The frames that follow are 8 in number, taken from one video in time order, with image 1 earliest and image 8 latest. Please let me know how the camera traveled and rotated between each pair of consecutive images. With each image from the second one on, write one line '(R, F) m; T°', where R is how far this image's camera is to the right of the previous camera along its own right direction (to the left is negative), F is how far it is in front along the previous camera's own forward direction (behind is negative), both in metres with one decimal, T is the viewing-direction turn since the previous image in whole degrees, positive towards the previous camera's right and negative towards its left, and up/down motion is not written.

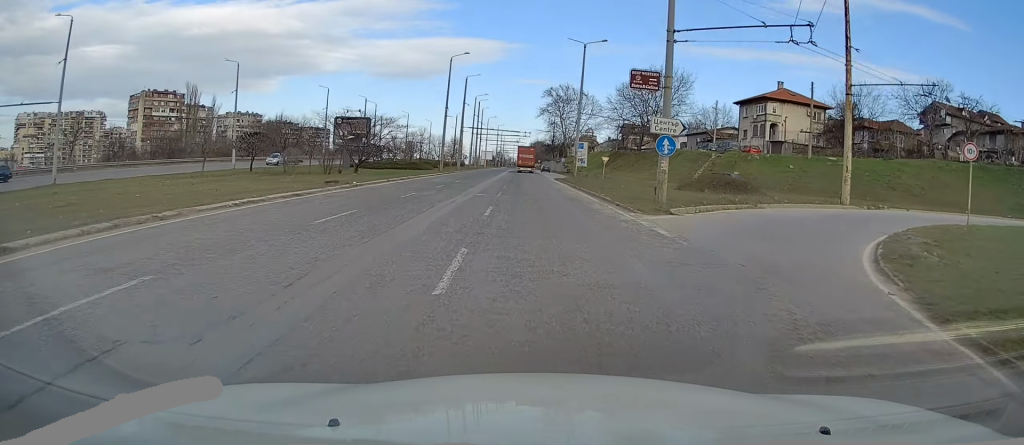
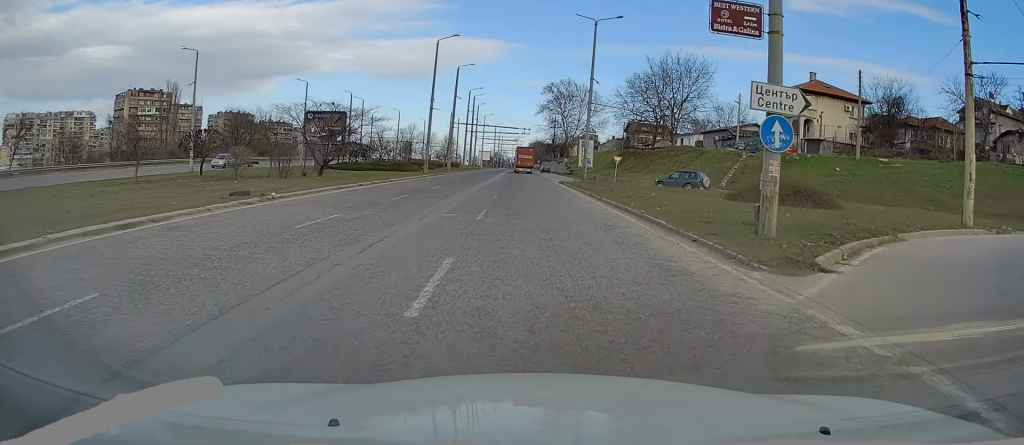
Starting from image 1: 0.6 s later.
(+0.1, +9.9) m; +1°
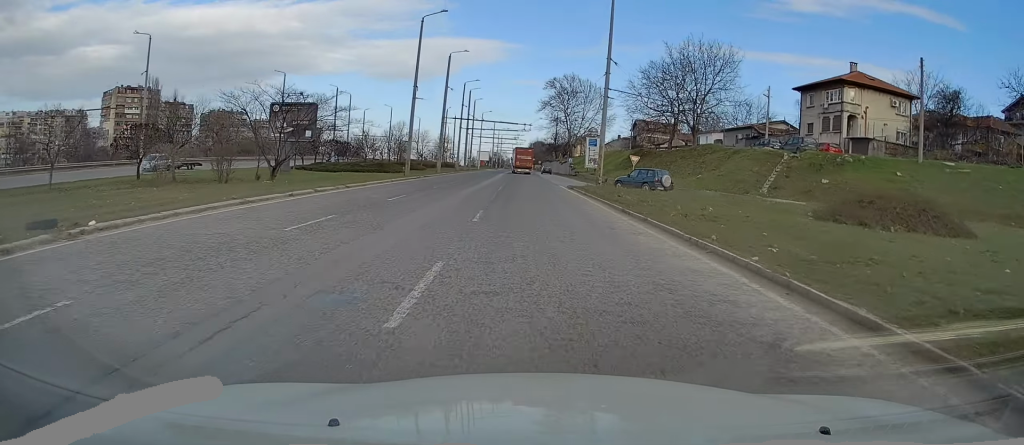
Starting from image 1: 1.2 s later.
(+0.1, +9.3) m; 0°
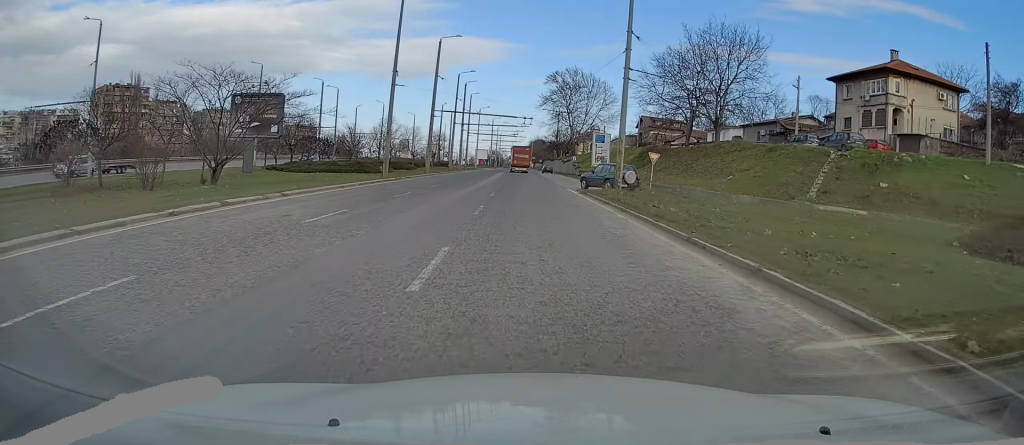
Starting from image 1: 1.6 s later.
(+0.1, +7.7) m; 0°
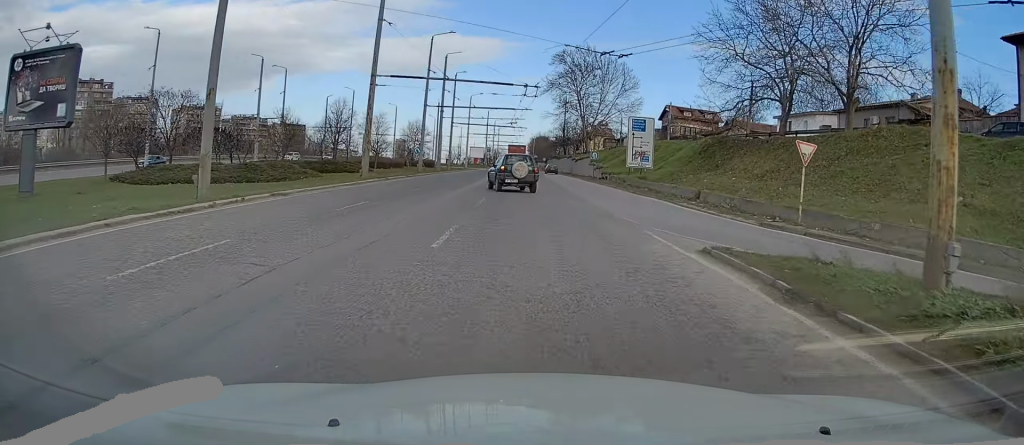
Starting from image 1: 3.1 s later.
(-0.3, +24.3) m; 0°
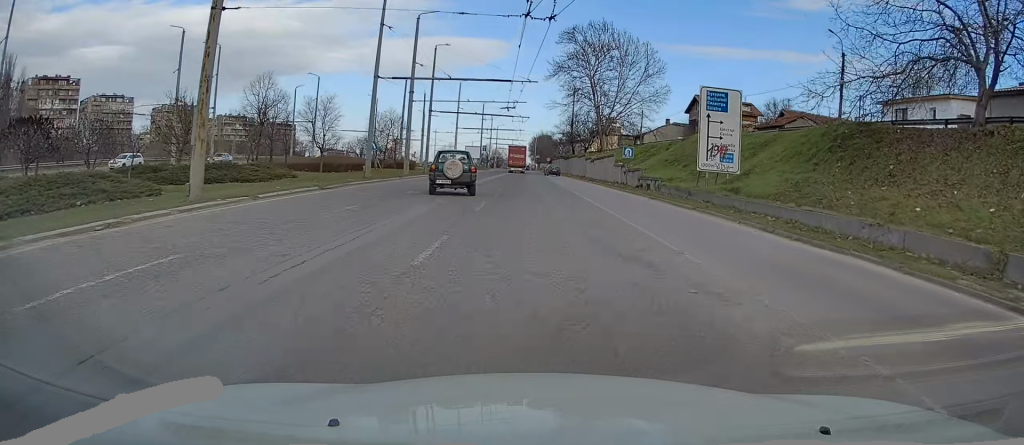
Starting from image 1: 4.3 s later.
(+0.4, +19.7) m; +1°
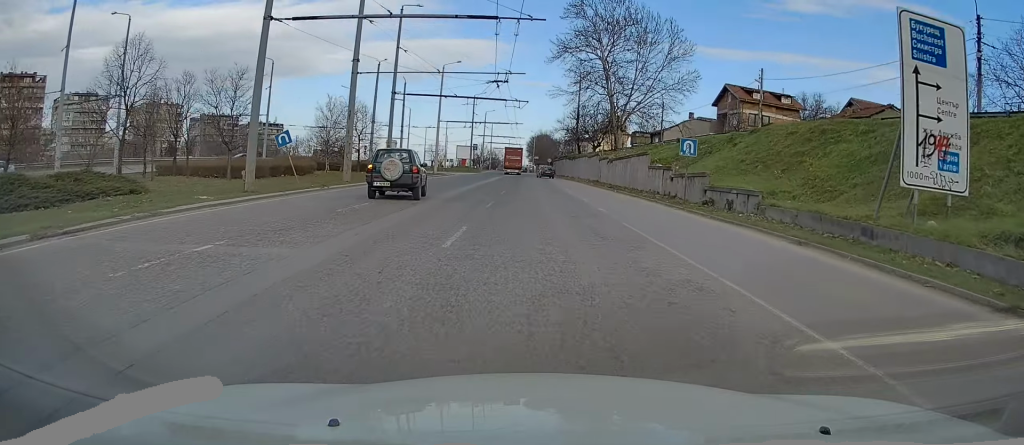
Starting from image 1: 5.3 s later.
(-0.1, +16.3) m; 0°
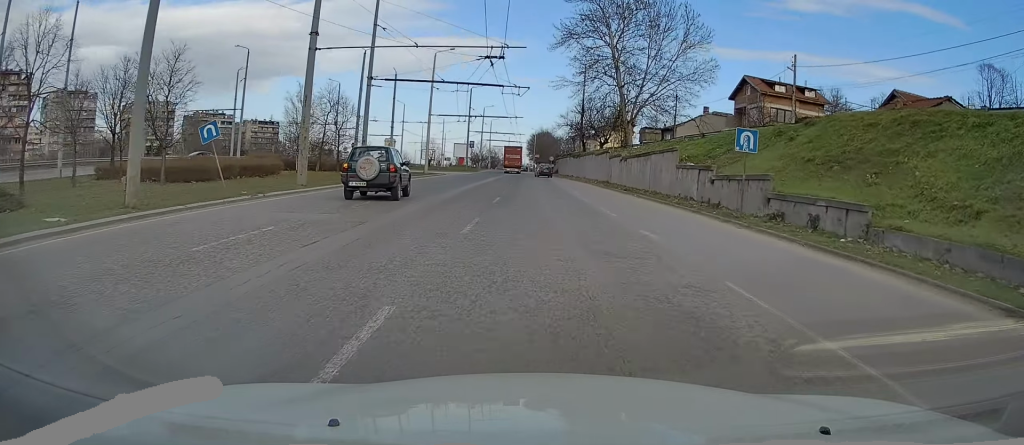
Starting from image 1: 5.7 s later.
(-0.1, +7.0) m; 0°
